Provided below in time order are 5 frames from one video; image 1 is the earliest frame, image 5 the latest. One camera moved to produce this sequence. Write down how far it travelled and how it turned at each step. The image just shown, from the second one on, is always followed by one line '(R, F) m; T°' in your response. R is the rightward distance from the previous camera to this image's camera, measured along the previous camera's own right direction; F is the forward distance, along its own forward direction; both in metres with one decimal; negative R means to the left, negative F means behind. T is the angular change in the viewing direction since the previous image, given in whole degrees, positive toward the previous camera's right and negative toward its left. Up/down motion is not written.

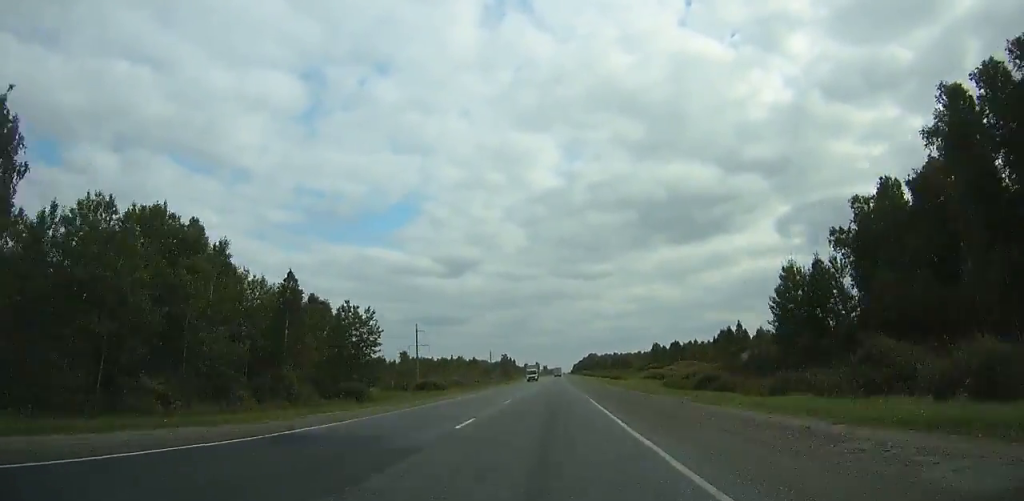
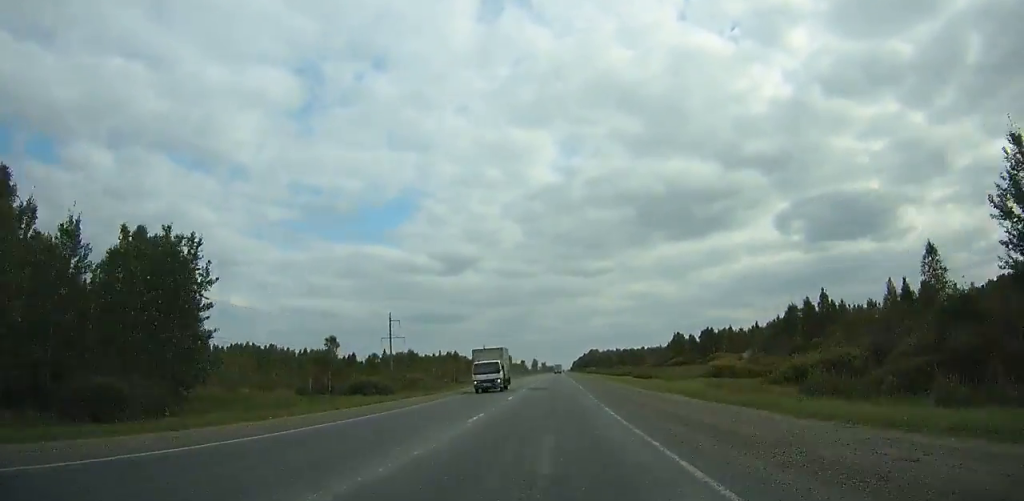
(0.0, +34.8) m; 0°
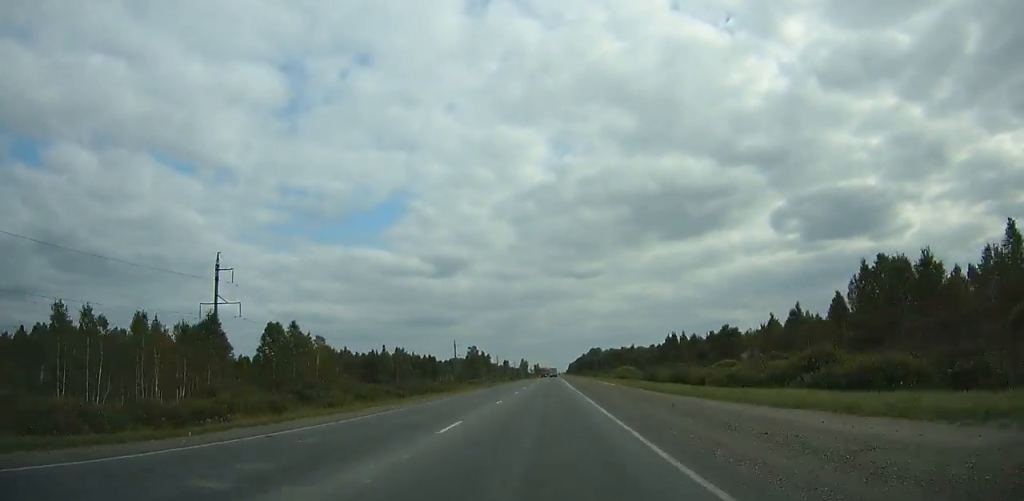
(+0.3, +98.7) m; 0°
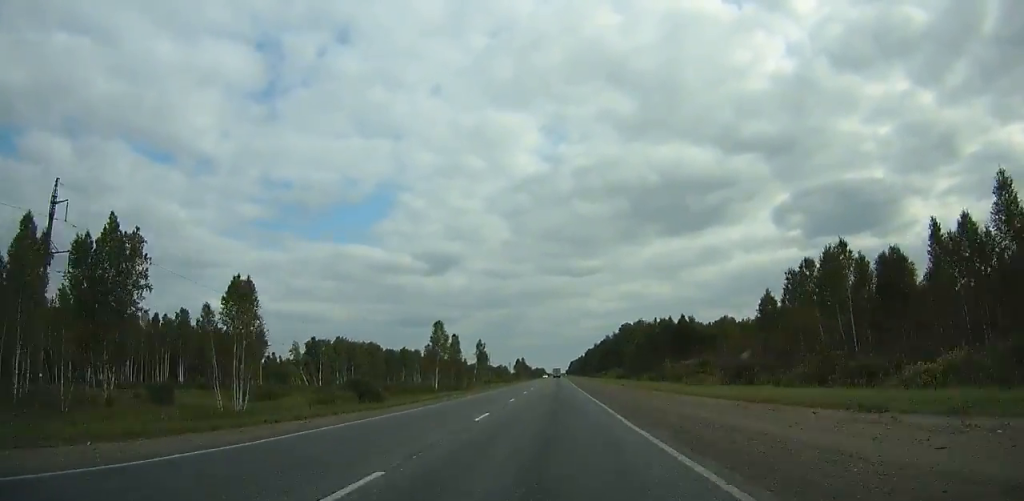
(-0.2, +260.0) m; 0°
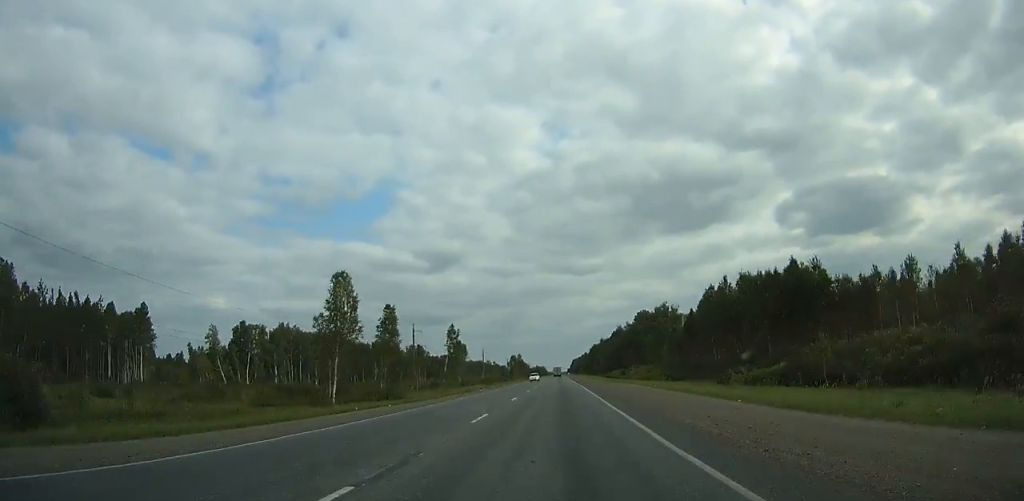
(+0.2, +49.4) m; 0°
